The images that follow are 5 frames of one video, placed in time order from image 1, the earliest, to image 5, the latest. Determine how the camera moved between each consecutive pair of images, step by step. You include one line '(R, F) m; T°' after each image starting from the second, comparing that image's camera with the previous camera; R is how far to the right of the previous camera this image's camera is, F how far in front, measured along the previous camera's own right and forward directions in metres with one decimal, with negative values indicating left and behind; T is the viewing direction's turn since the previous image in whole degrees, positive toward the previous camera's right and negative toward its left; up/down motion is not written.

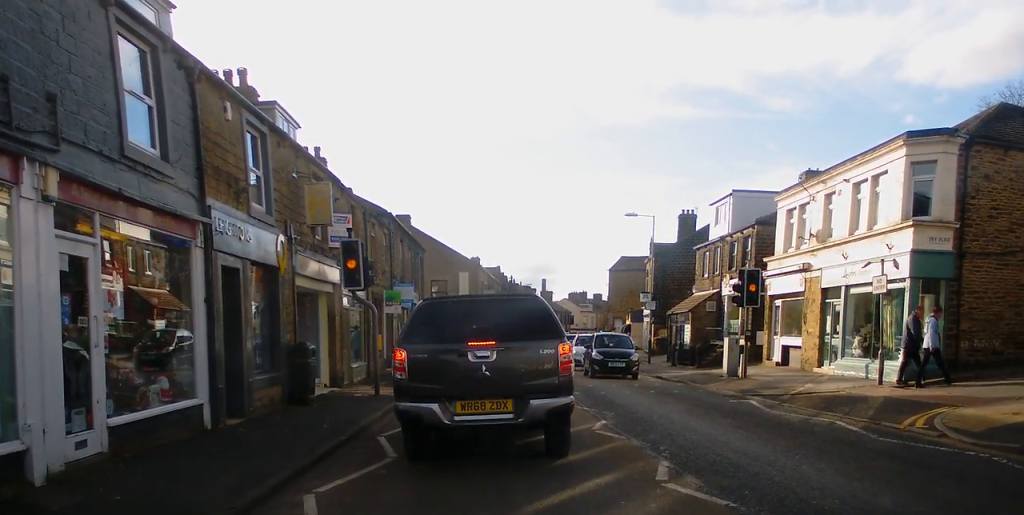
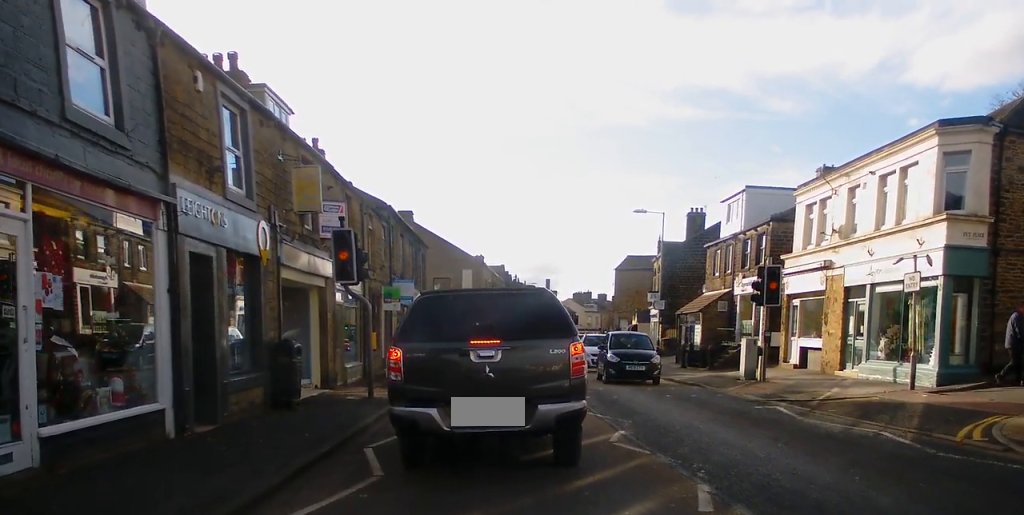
(+0.4, +1.2) m; 0°
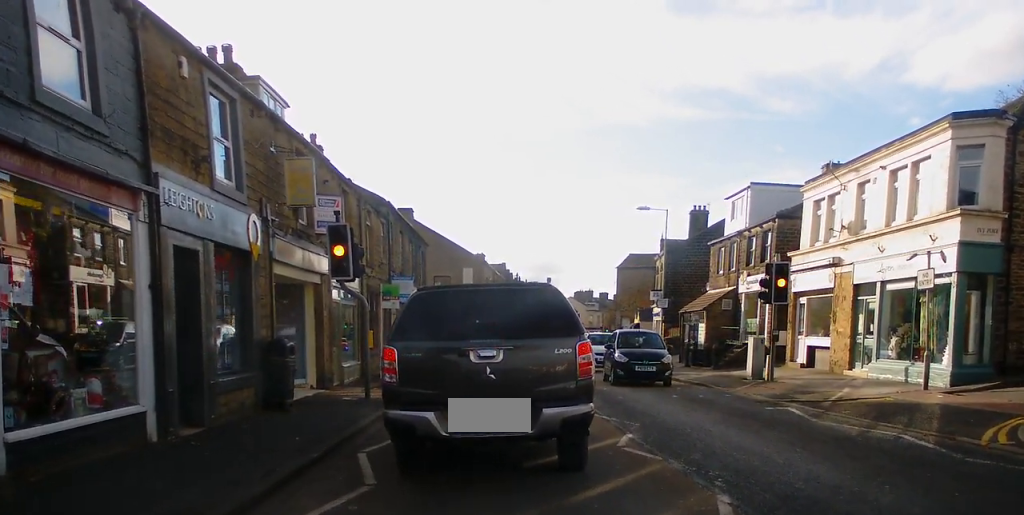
(0.0, +0.5) m; 0°
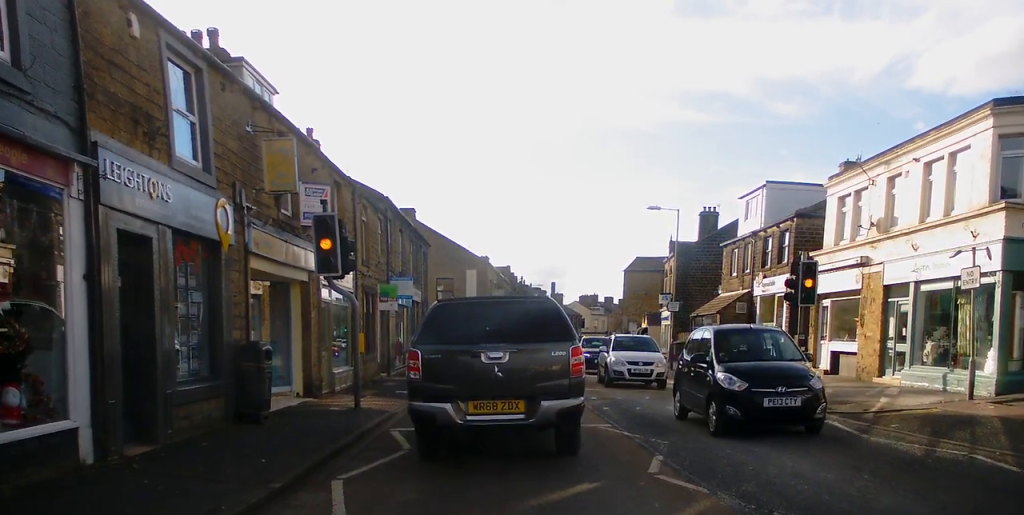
(-0.3, +1.9) m; 0°
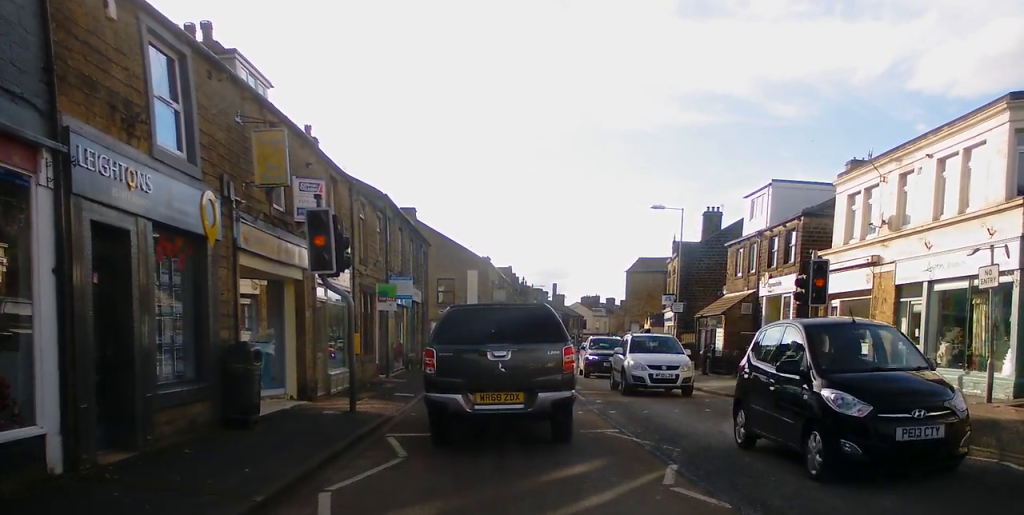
(0.0, +0.3) m; 0°
